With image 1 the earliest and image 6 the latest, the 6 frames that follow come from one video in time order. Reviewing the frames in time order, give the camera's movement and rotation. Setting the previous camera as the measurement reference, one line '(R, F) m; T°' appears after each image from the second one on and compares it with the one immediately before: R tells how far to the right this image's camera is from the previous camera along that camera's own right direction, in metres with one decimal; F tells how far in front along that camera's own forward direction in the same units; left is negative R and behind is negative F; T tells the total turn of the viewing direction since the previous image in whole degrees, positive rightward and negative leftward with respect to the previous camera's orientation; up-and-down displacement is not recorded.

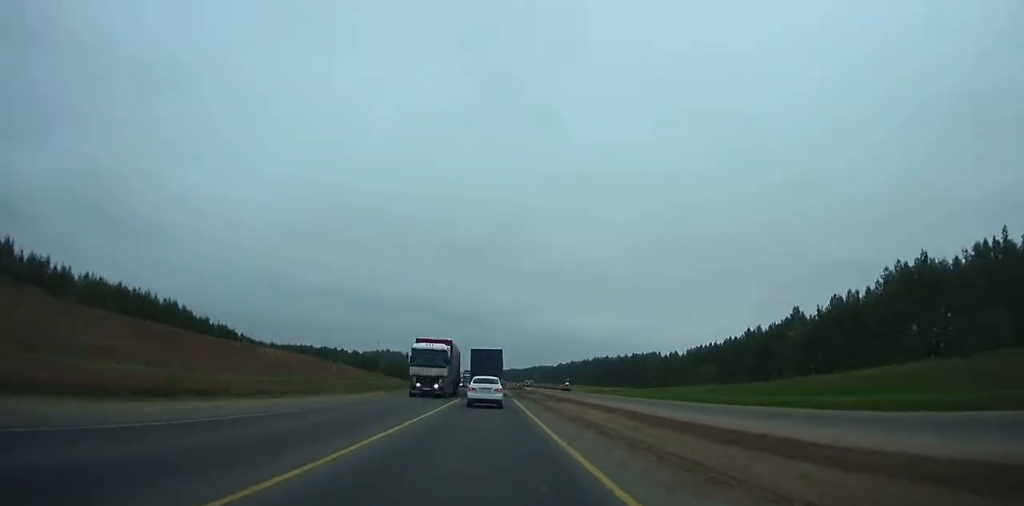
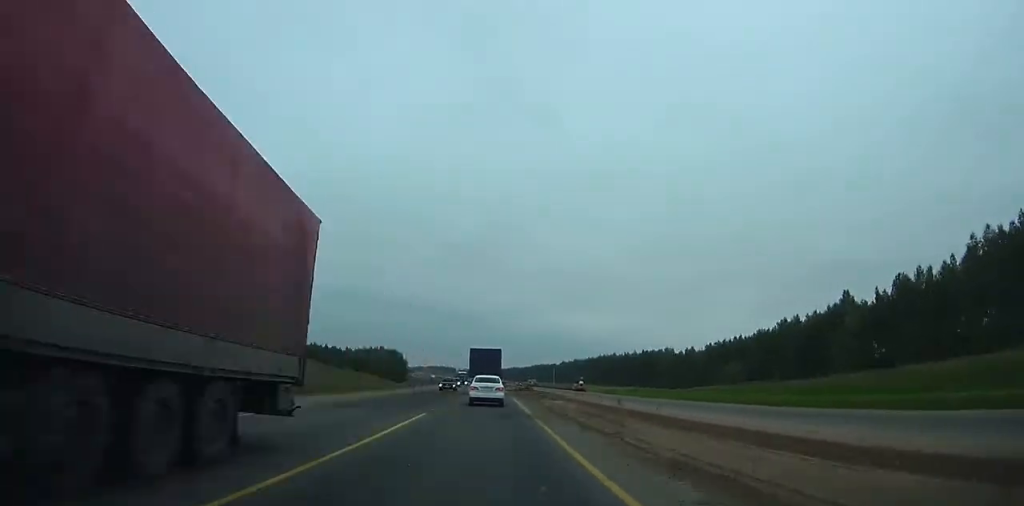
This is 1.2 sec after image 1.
(0.0, +22.8) m; 0°
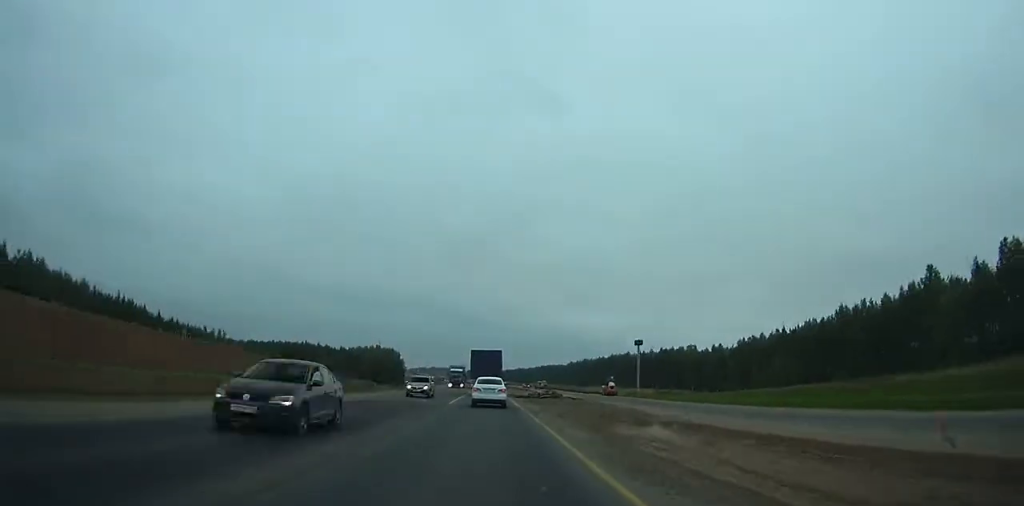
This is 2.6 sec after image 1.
(+0.1, +26.9) m; 0°
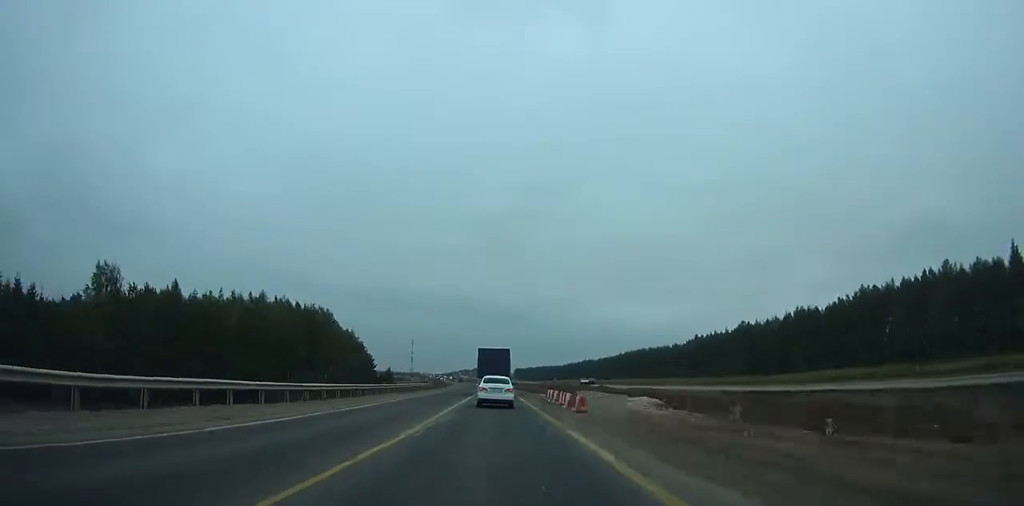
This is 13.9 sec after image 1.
(-6.2, +223.3) m; -1°
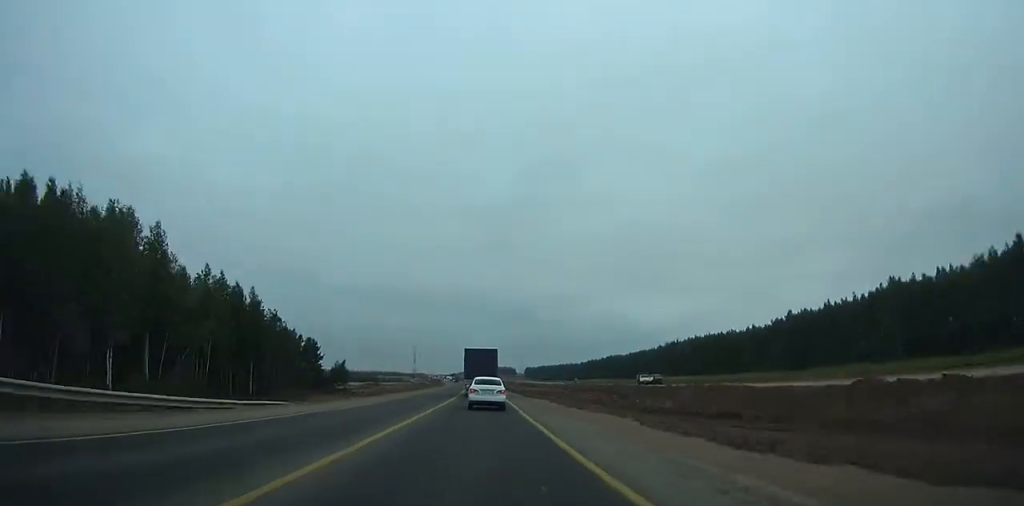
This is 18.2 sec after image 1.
(-5.6, +86.5) m; -8°
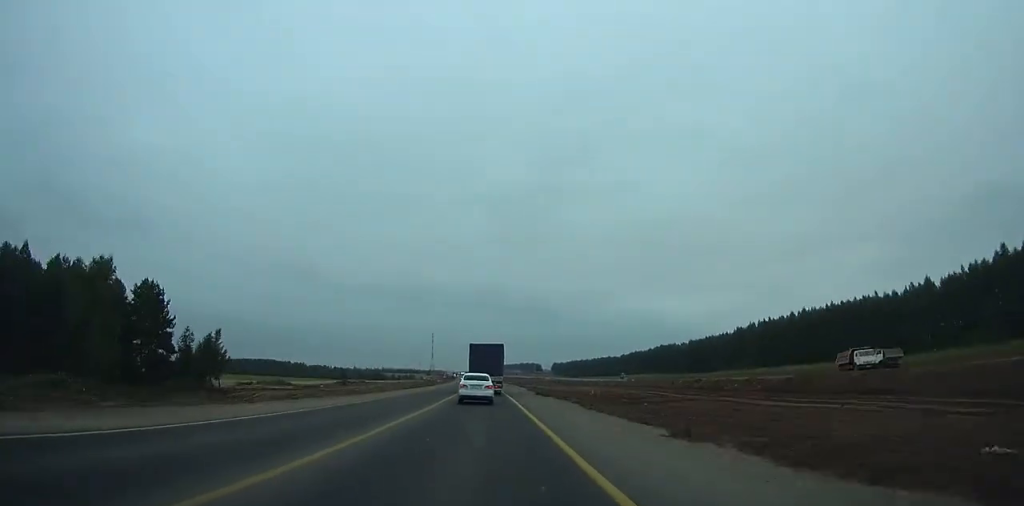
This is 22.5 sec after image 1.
(-0.1, +87.7) m; +1°
